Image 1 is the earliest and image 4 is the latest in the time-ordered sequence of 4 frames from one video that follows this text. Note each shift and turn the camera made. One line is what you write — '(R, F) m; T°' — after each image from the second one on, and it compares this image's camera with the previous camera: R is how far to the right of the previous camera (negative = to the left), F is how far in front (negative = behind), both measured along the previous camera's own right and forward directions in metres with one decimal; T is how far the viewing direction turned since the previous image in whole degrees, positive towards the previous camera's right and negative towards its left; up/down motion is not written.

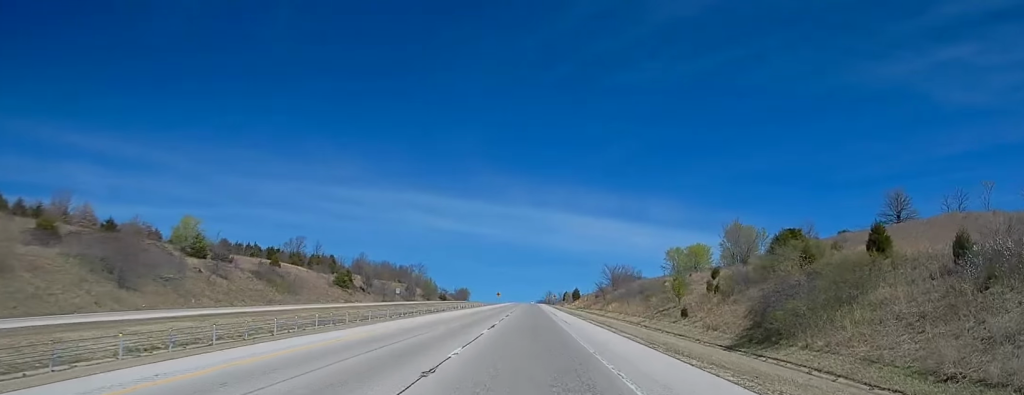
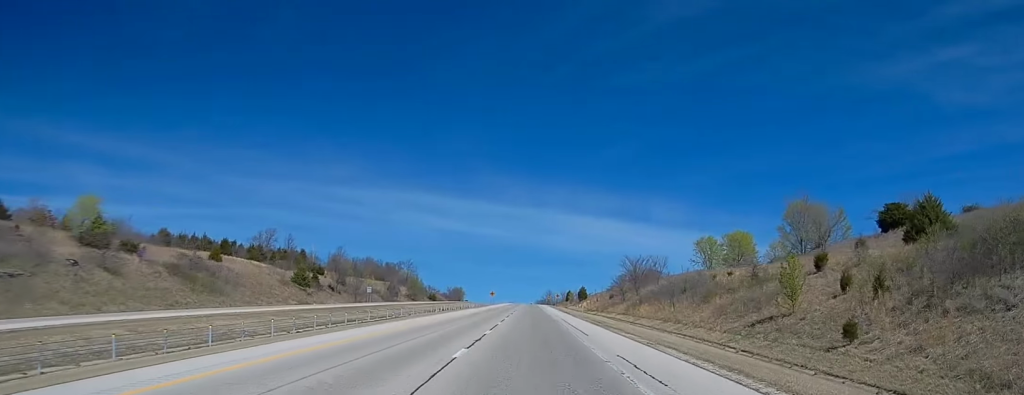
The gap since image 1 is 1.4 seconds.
(0.0, +36.8) m; 0°
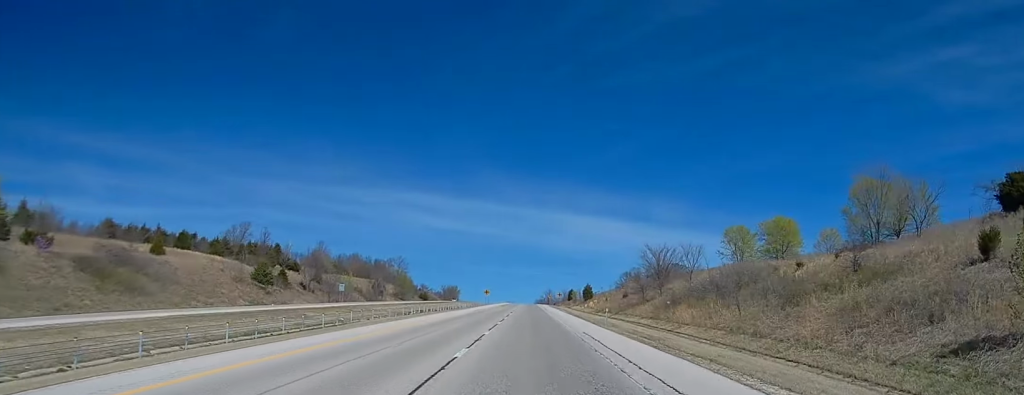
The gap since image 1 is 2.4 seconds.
(0.0, +25.0) m; 0°
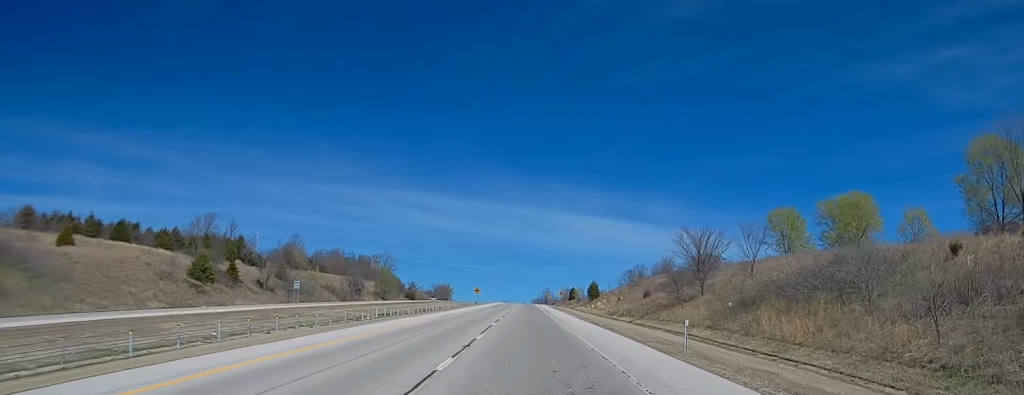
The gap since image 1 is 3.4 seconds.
(0.0, +27.6) m; -2°
